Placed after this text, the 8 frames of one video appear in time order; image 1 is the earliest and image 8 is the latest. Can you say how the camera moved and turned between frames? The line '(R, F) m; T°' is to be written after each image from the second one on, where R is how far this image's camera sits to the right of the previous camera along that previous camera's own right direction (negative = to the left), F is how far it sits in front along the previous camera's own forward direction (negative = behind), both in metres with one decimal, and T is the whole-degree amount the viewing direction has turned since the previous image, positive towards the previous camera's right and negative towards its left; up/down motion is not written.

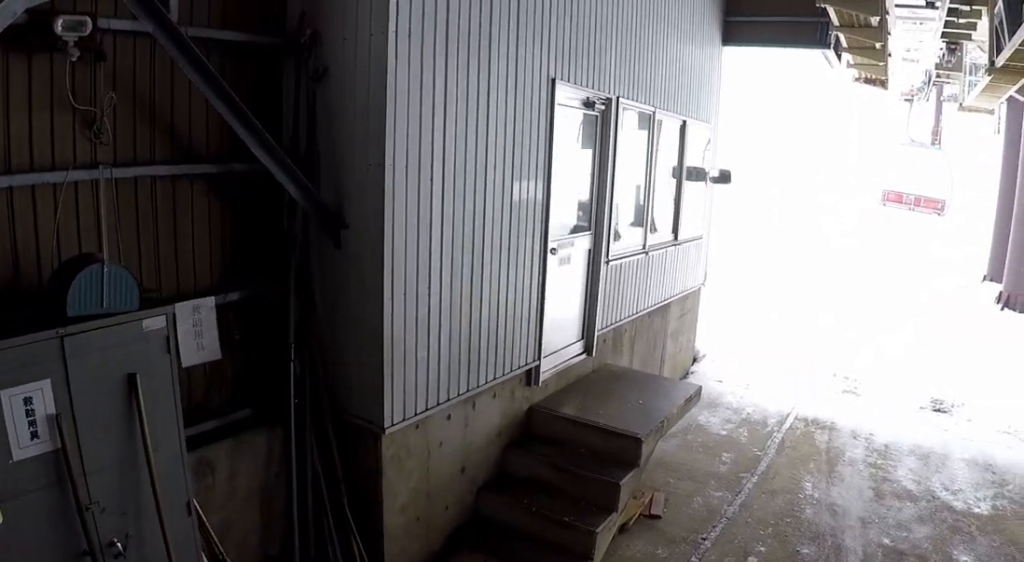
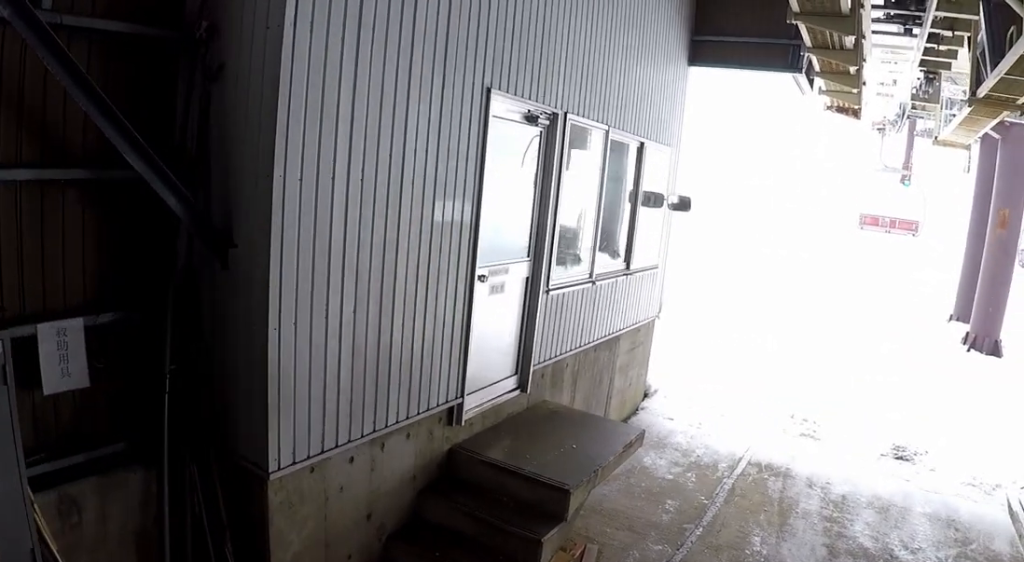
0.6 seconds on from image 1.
(-0.1, +1.7) m; -3°
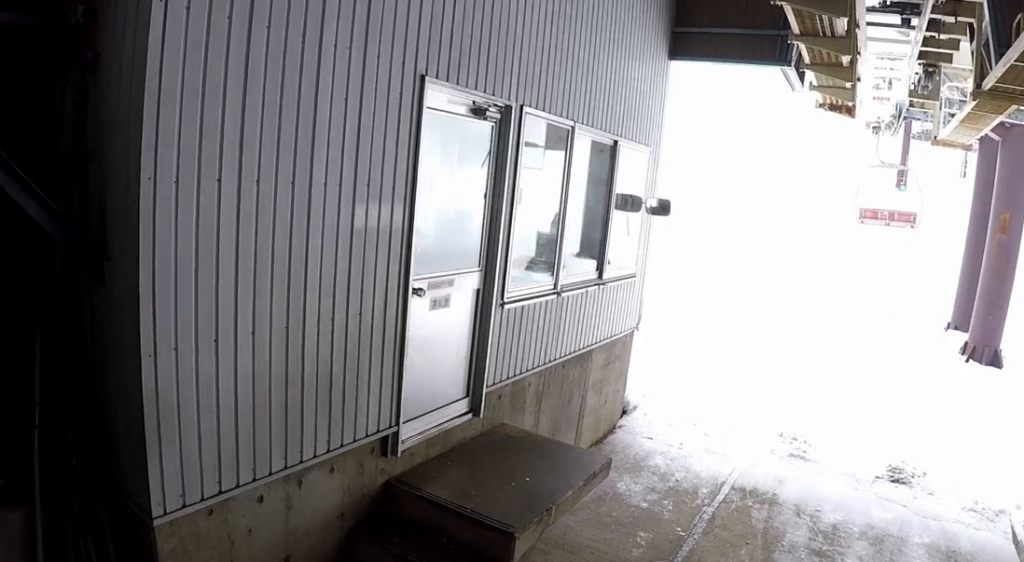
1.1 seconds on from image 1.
(+0.1, +2.0) m; +5°
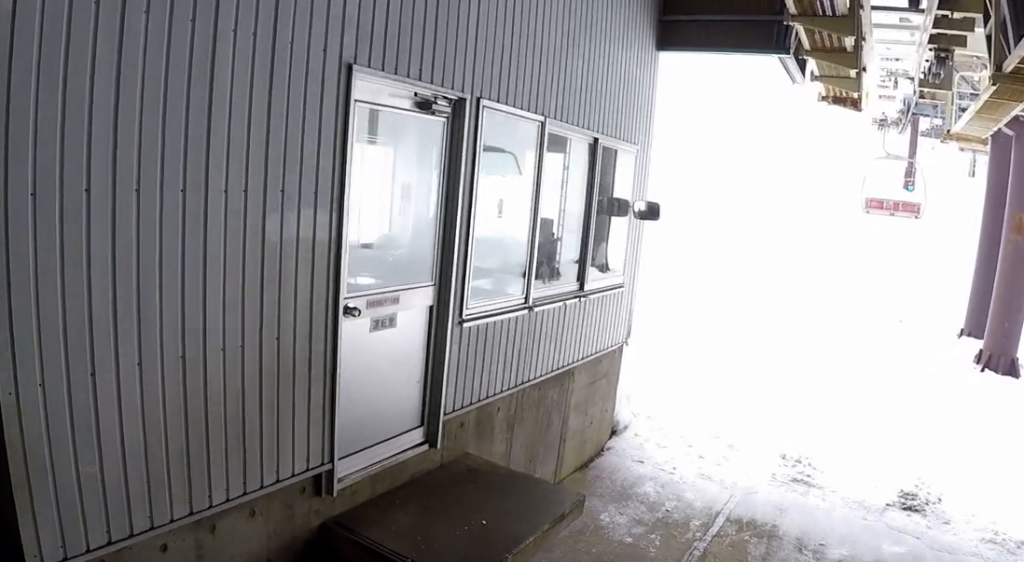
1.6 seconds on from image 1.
(+0.1, +2.2) m; +15°
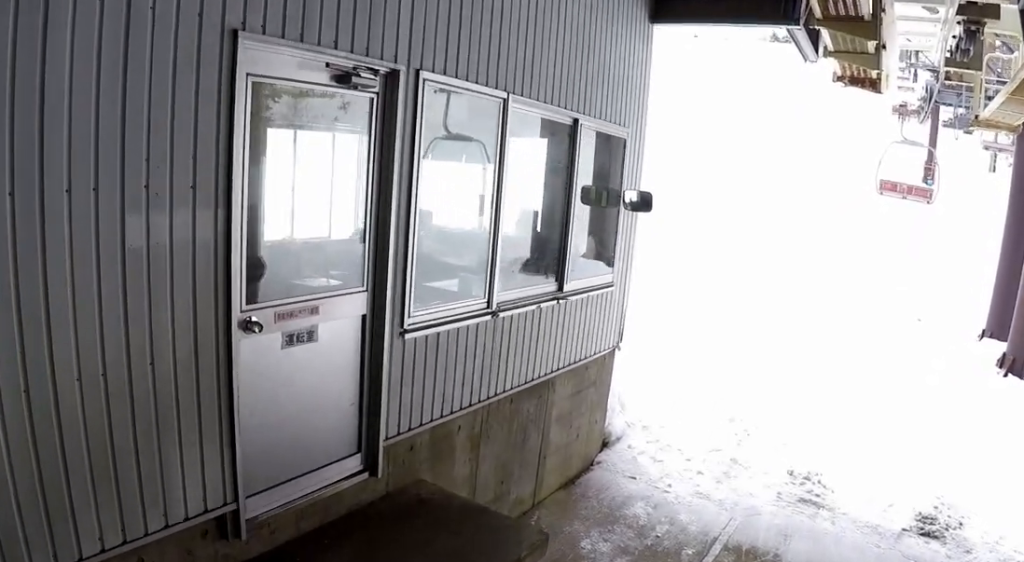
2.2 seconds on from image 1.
(-0.4, +2.2) m; +16°
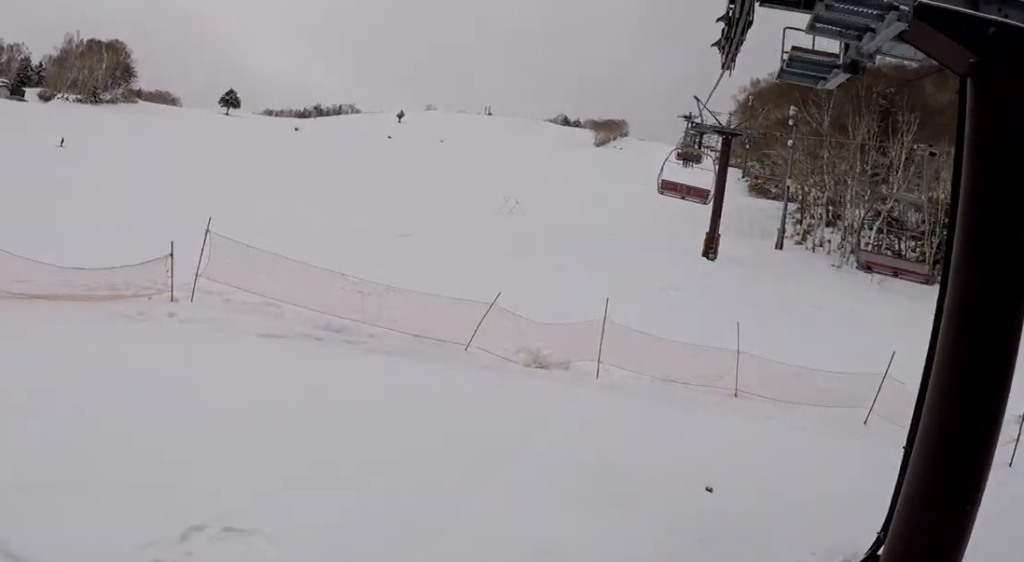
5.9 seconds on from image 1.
(+15.1, +10.6) m; +74°
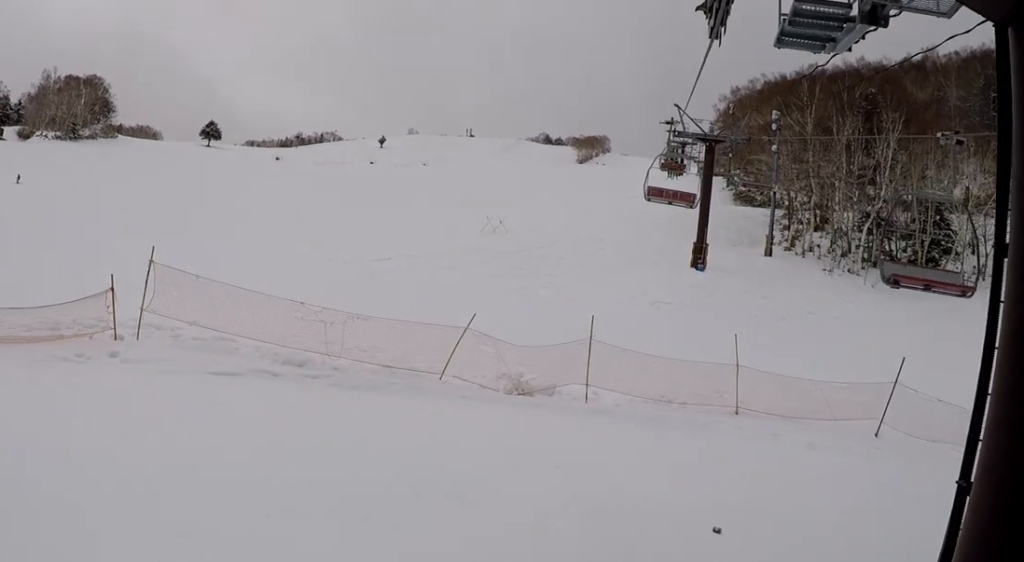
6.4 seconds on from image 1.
(+0.1, +2.3) m; +4°
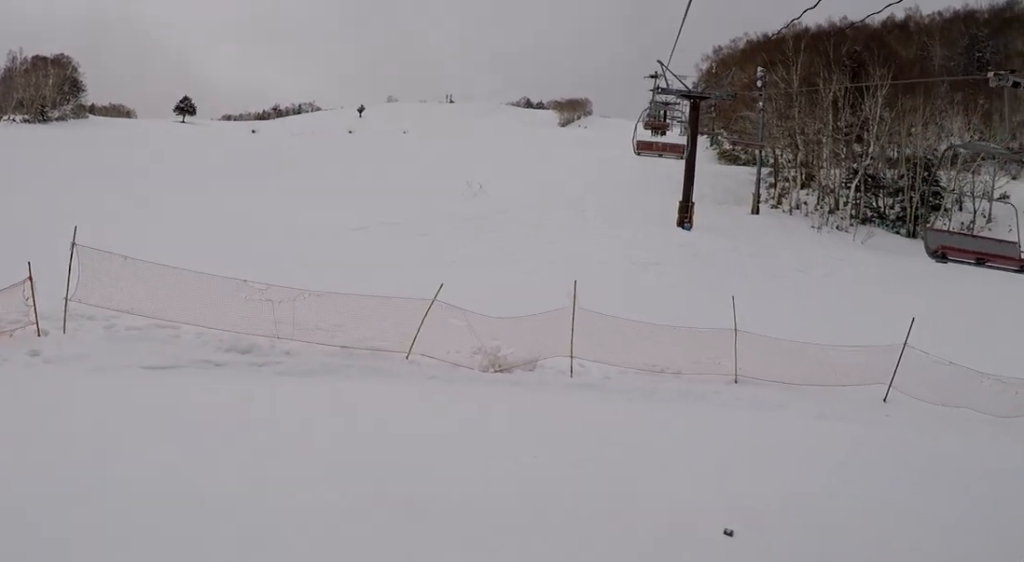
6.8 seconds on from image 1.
(-0.1, +2.3) m; +6°
